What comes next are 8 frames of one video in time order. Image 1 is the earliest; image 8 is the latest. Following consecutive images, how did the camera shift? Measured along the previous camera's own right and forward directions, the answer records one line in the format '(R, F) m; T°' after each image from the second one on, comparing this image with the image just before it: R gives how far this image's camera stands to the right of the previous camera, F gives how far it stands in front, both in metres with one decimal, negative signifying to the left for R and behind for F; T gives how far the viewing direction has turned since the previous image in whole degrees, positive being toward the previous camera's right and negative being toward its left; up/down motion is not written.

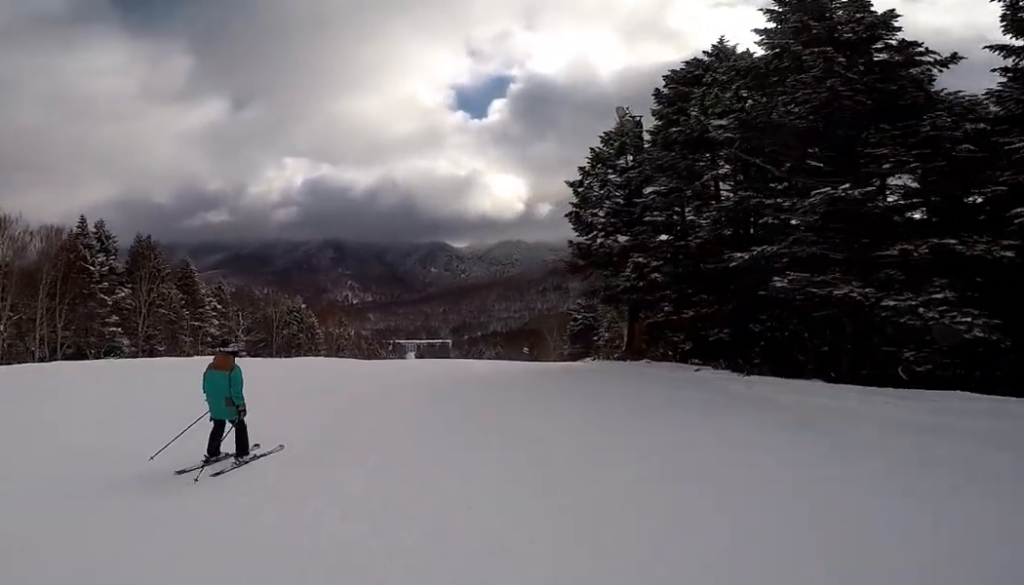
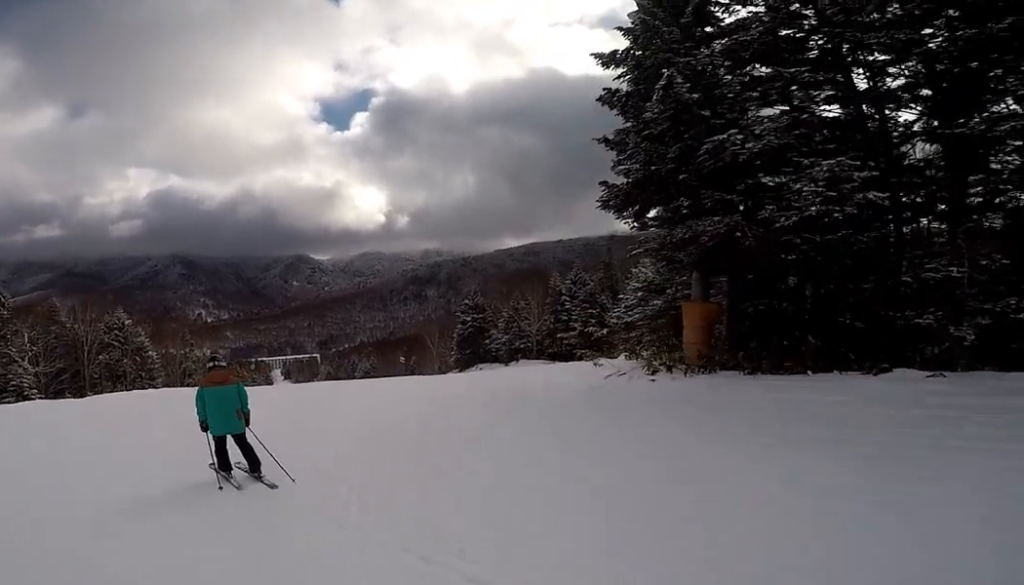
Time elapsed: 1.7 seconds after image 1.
(0.0, +11.8) m; +6°
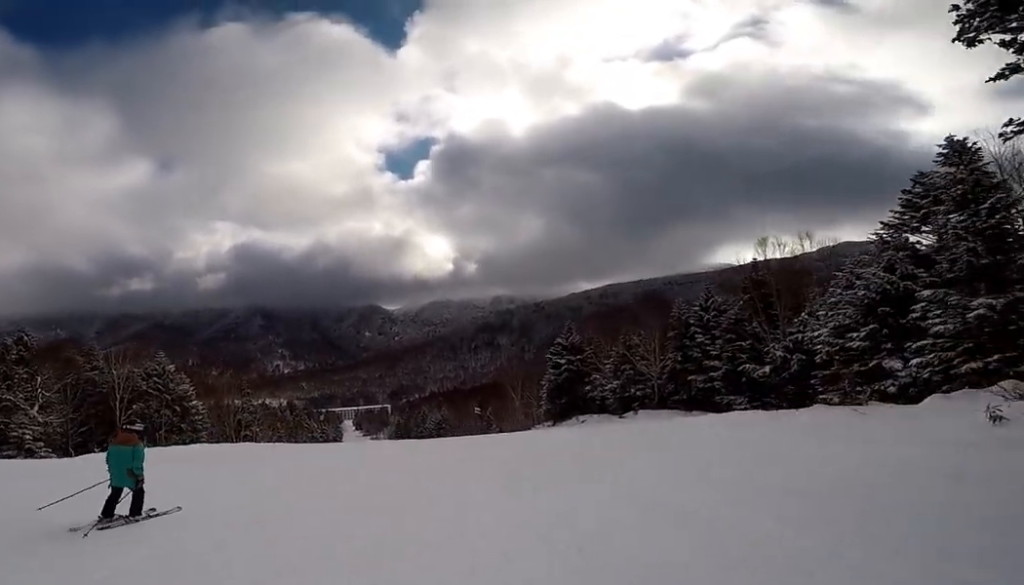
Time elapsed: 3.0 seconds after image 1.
(+0.8, +9.1) m; +1°
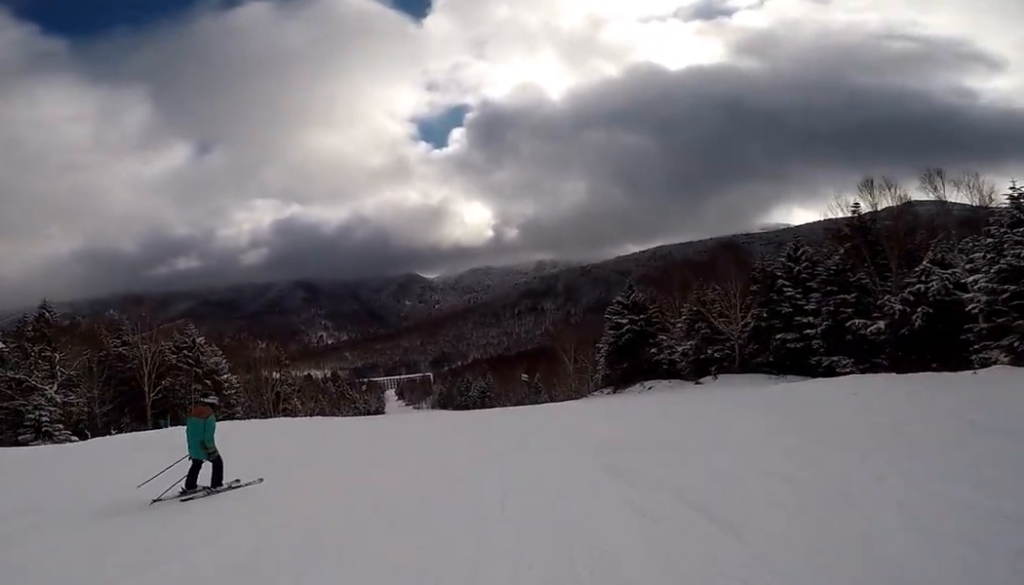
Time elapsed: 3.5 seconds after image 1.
(-0.5, +3.6) m; 0°
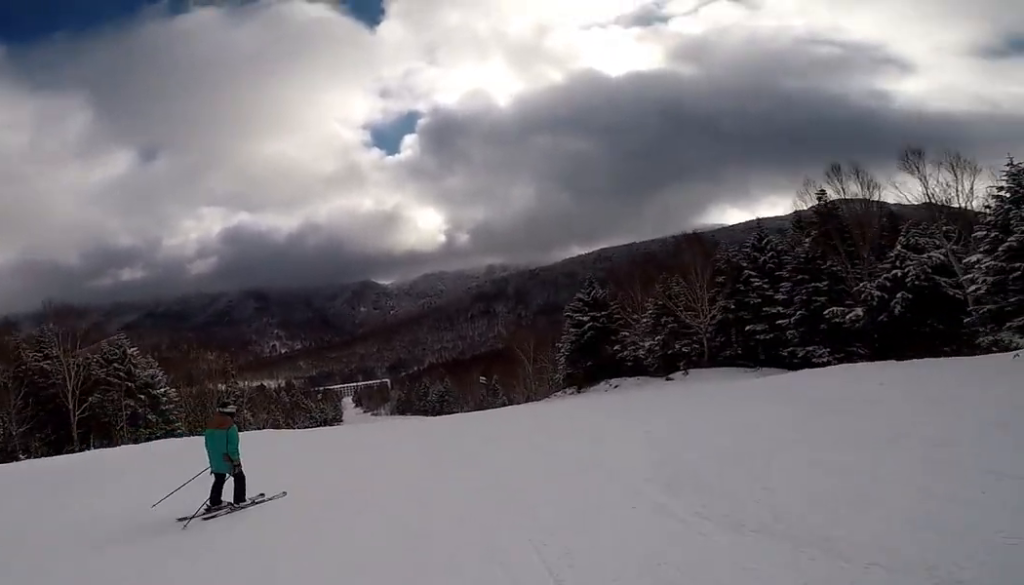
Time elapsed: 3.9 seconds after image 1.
(+0.1, +2.9) m; 0°
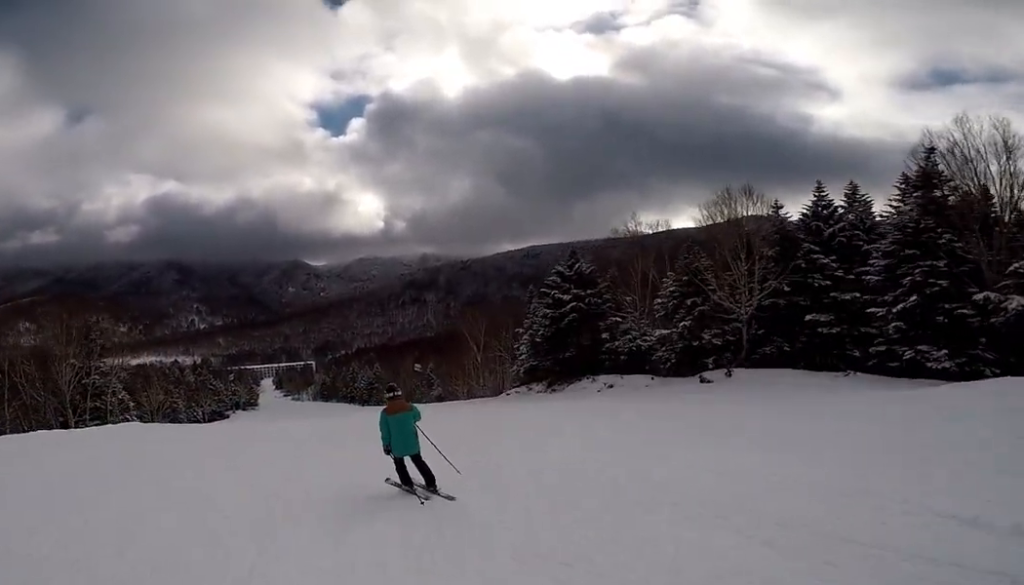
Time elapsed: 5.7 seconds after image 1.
(0.0, +12.8) m; -6°
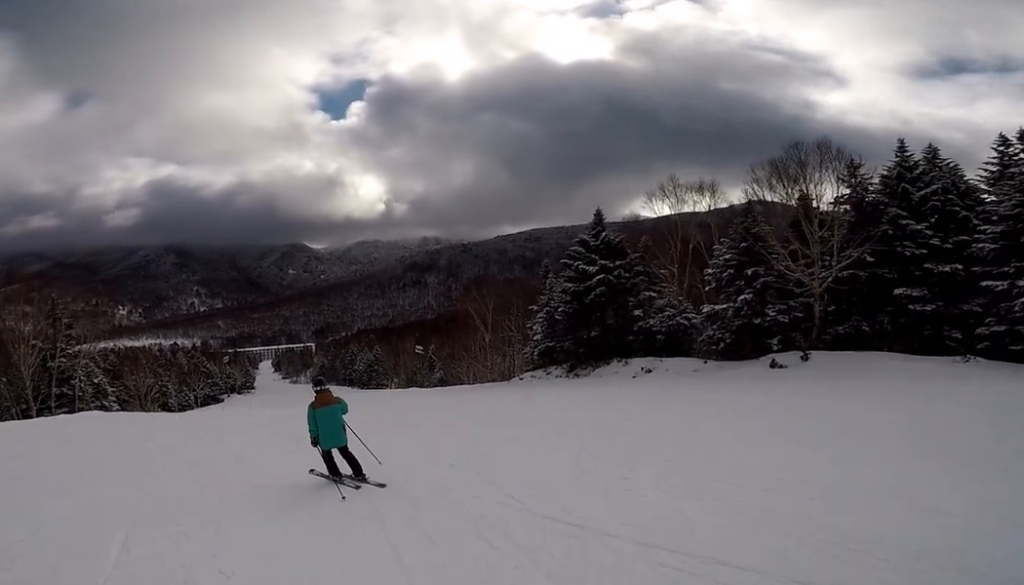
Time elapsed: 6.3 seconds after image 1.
(-0.1, +5.1) m; -5°
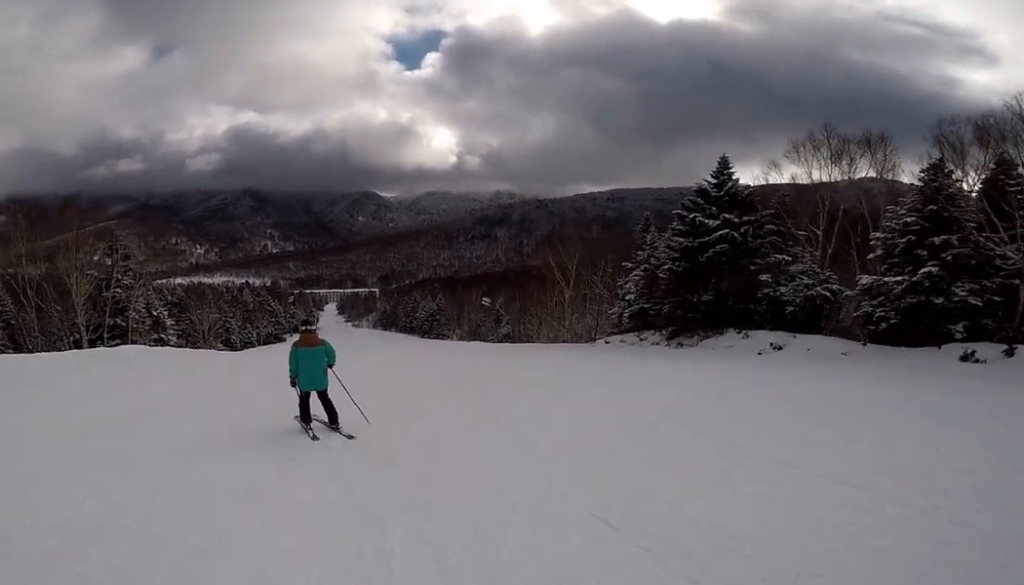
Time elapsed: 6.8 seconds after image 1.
(0.0, +3.8) m; -2°
